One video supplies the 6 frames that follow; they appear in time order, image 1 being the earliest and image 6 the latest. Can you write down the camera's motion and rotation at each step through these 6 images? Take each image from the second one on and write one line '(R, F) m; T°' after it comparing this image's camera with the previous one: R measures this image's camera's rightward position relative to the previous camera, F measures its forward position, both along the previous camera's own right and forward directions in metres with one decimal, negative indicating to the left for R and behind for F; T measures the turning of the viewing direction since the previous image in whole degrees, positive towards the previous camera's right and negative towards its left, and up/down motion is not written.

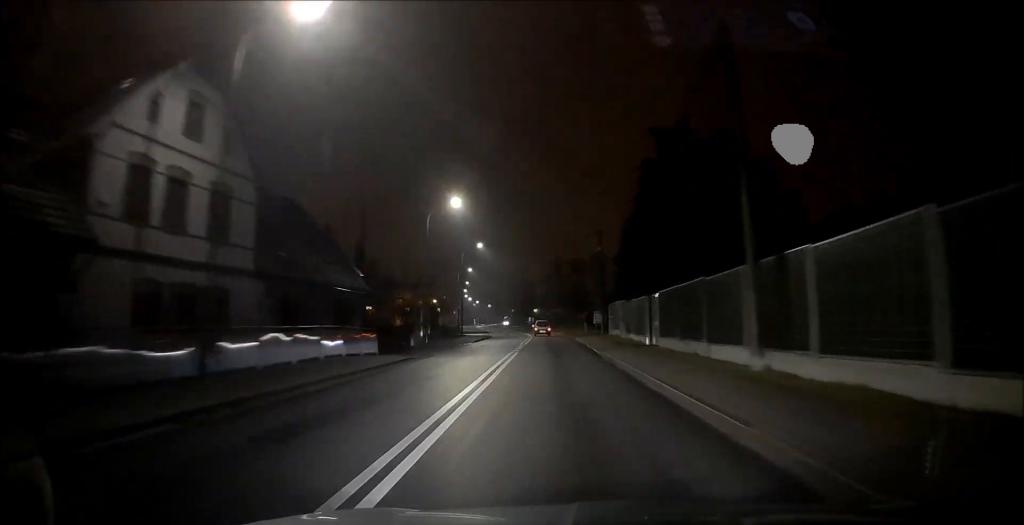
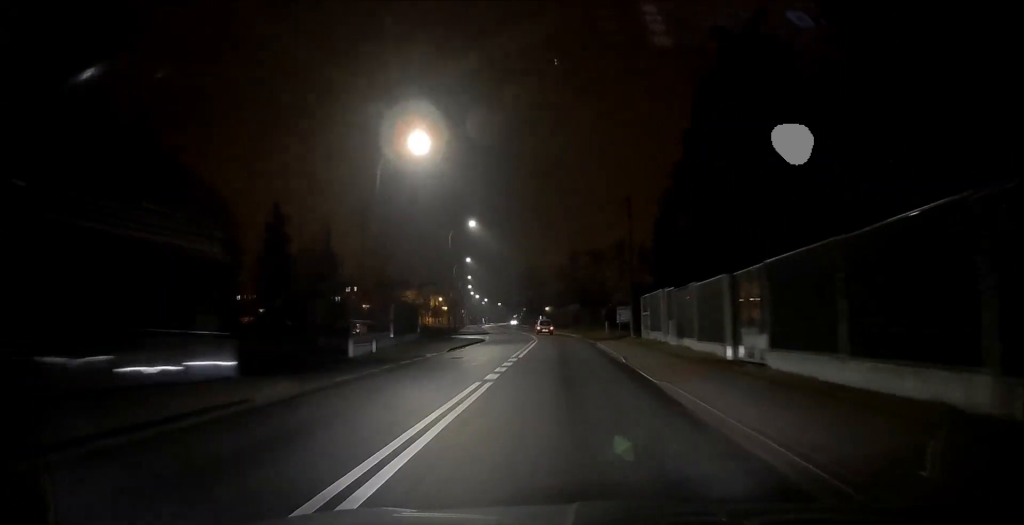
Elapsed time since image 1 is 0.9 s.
(-0.2, +13.2) m; -2°
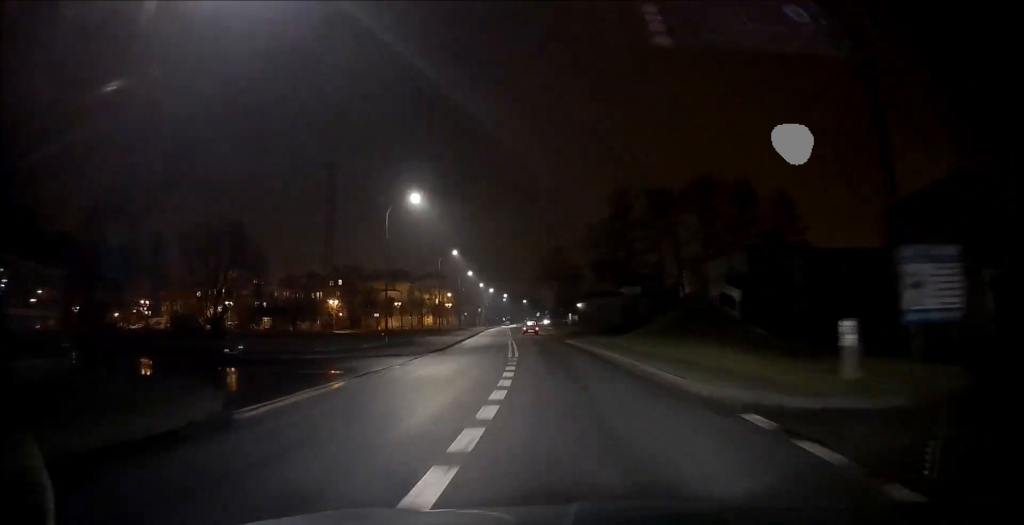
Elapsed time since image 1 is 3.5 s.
(-1.2, +39.5) m; -3°
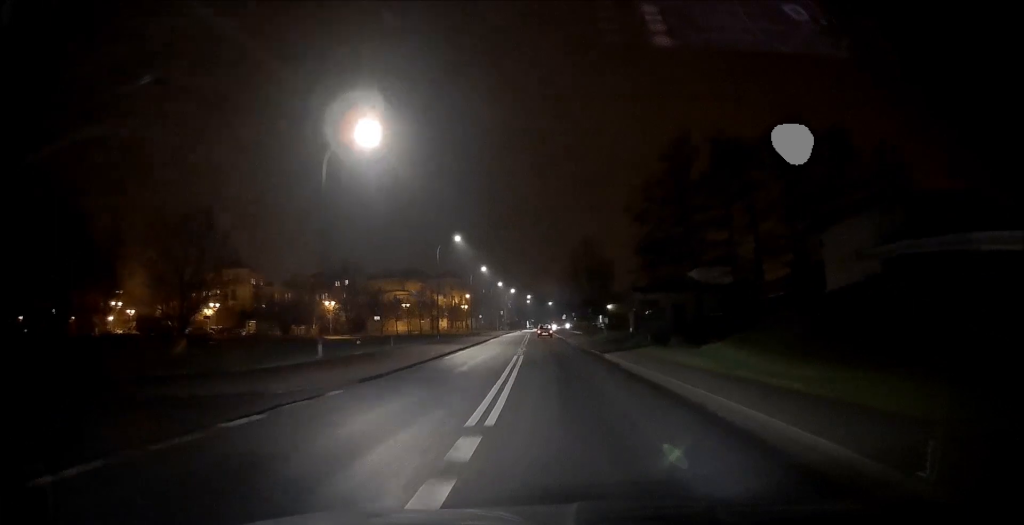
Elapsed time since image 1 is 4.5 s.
(-0.2, +14.3) m; -2°
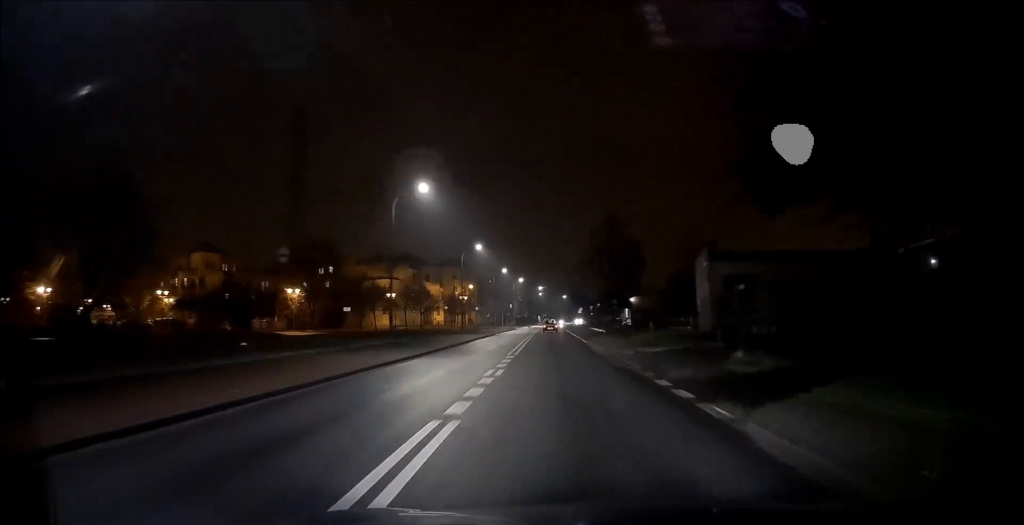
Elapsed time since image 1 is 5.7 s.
(-0.4, +18.7) m; -3°
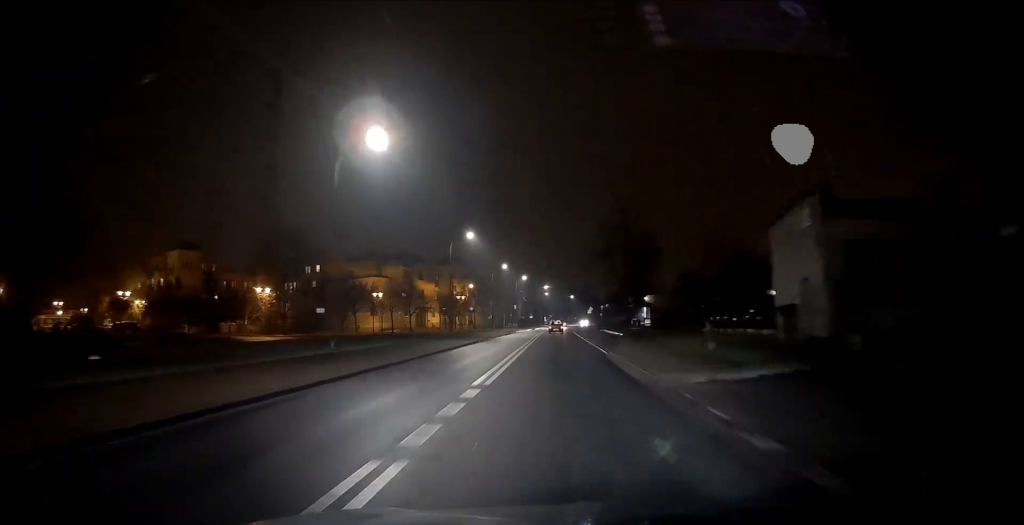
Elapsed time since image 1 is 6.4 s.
(-0.2, +10.3) m; -1°
